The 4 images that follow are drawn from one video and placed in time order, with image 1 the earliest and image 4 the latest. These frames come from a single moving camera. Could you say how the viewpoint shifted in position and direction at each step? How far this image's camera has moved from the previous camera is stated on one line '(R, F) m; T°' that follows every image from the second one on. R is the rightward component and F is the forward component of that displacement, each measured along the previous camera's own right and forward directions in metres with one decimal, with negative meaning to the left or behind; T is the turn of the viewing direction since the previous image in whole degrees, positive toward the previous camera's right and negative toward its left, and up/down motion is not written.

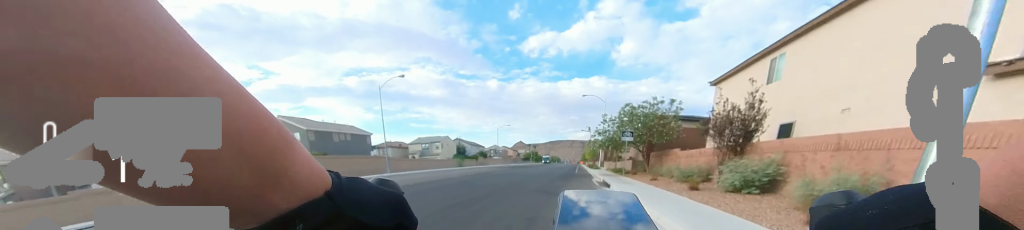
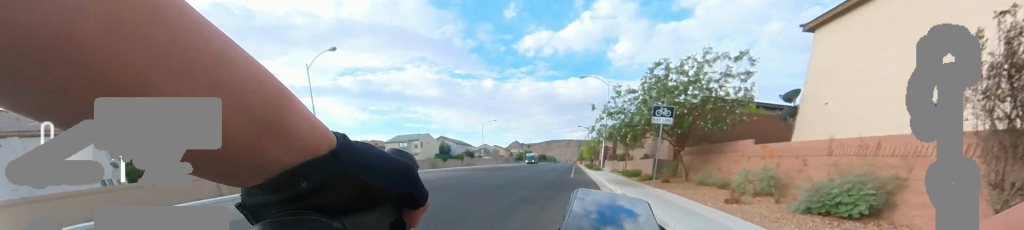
(0.0, +8.3) m; 0°
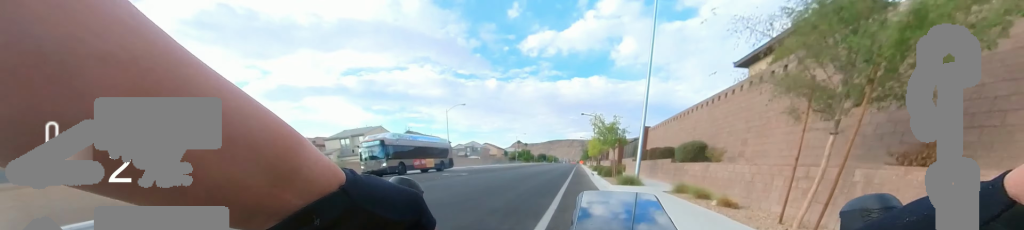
(0.0, +19.6) m; 0°
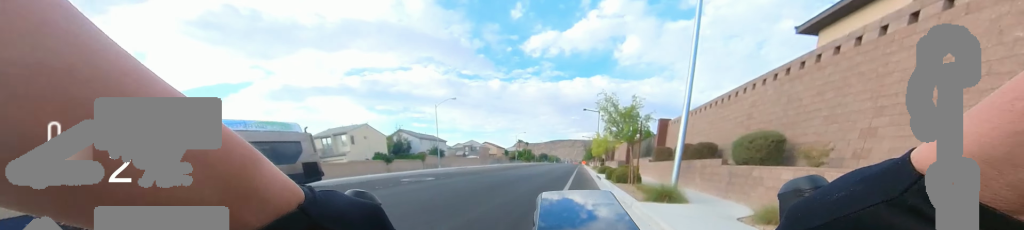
(0.0, +5.0) m; -8°
